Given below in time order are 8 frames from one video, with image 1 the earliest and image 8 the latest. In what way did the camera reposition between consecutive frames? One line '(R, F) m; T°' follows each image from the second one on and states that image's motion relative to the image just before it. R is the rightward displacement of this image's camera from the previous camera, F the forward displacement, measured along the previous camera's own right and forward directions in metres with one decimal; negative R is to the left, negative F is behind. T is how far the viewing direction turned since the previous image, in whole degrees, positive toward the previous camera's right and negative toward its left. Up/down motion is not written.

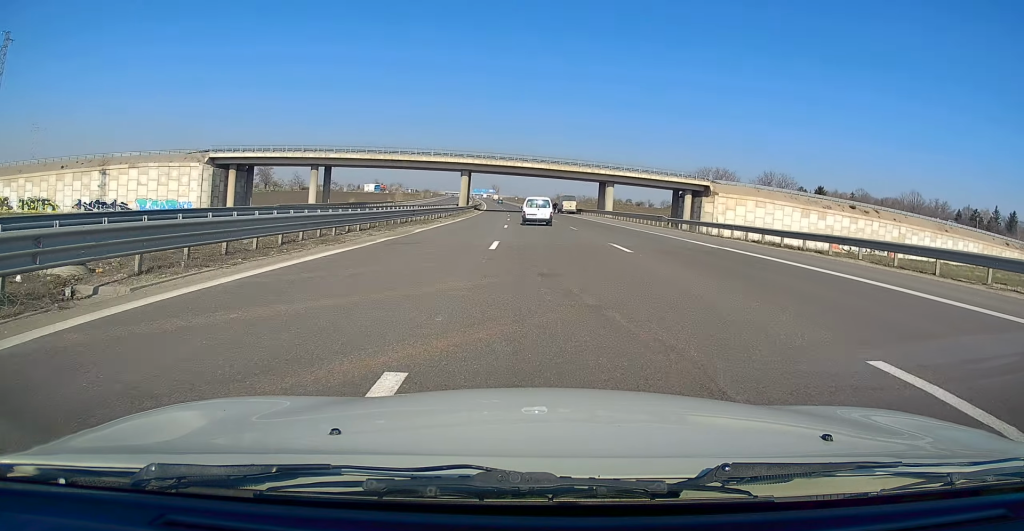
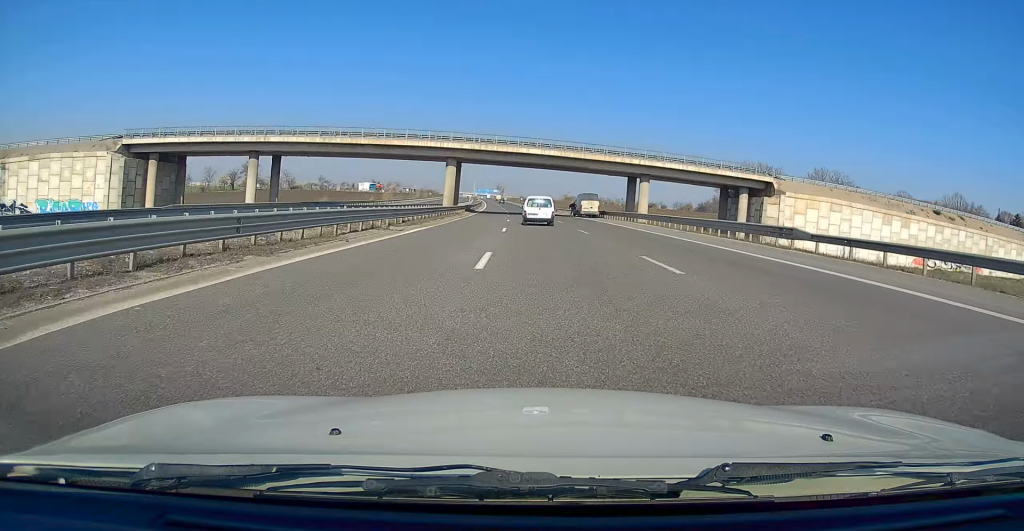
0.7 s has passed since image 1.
(+0.1, +21.4) m; 0°
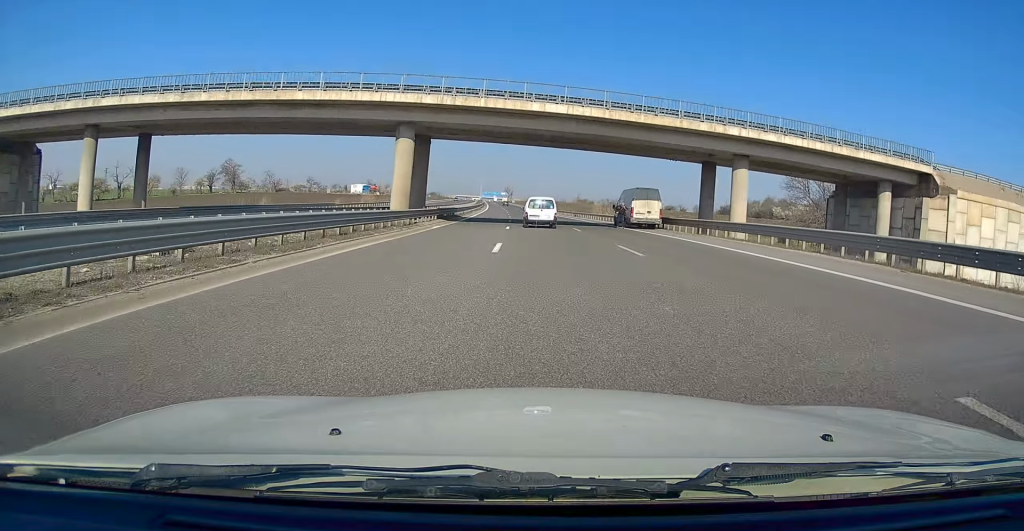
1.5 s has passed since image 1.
(-0.3, +27.5) m; -1°
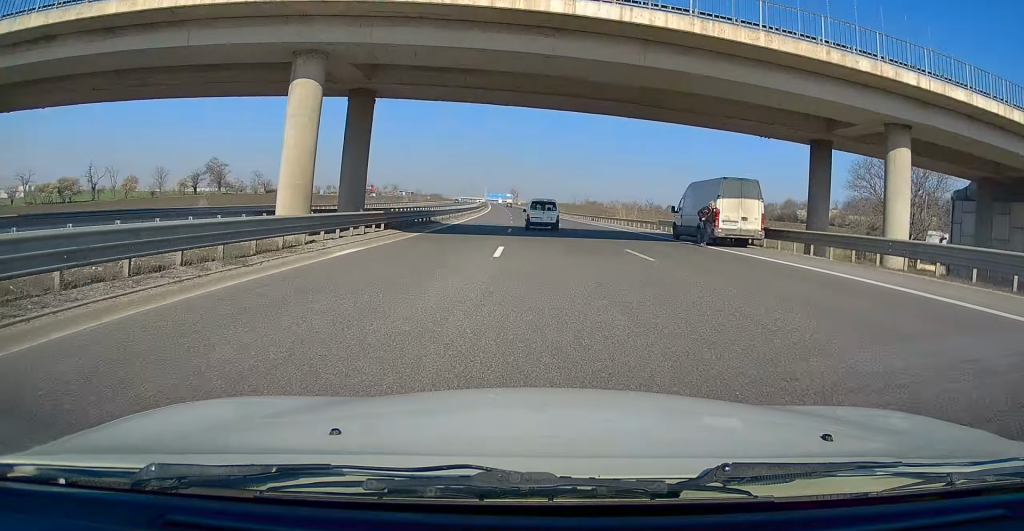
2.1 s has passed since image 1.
(-0.2, +16.9) m; -1°
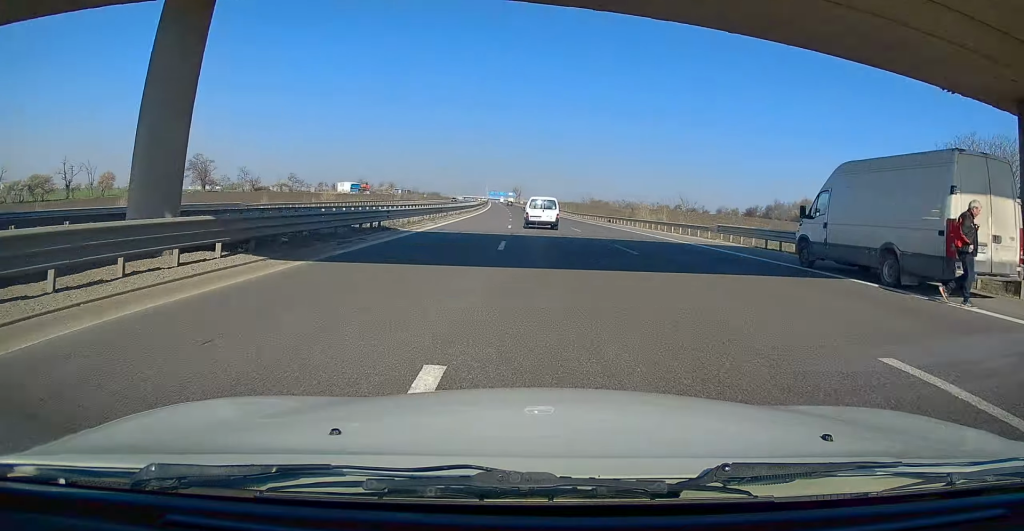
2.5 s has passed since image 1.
(-0.1, +13.7) m; 0°
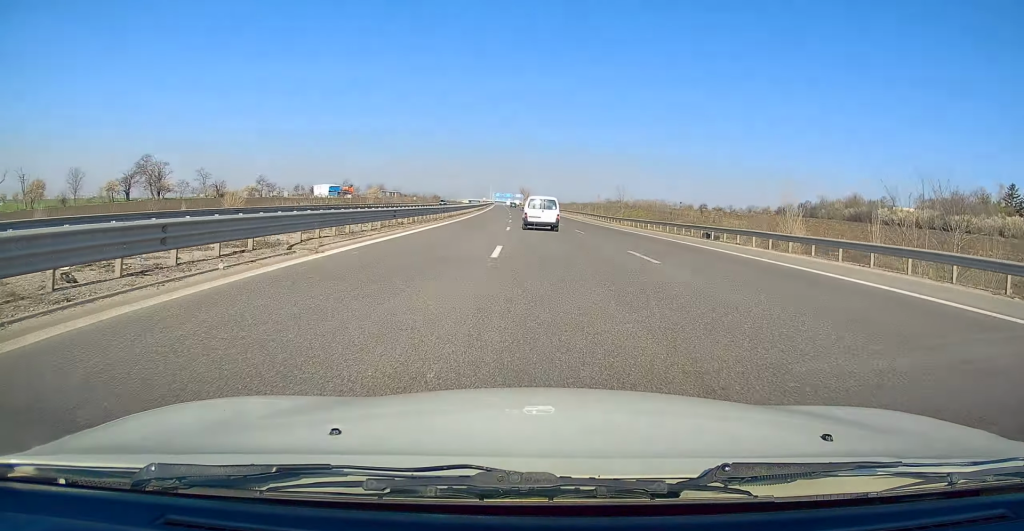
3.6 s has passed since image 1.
(-0.1, +34.5) m; 0°
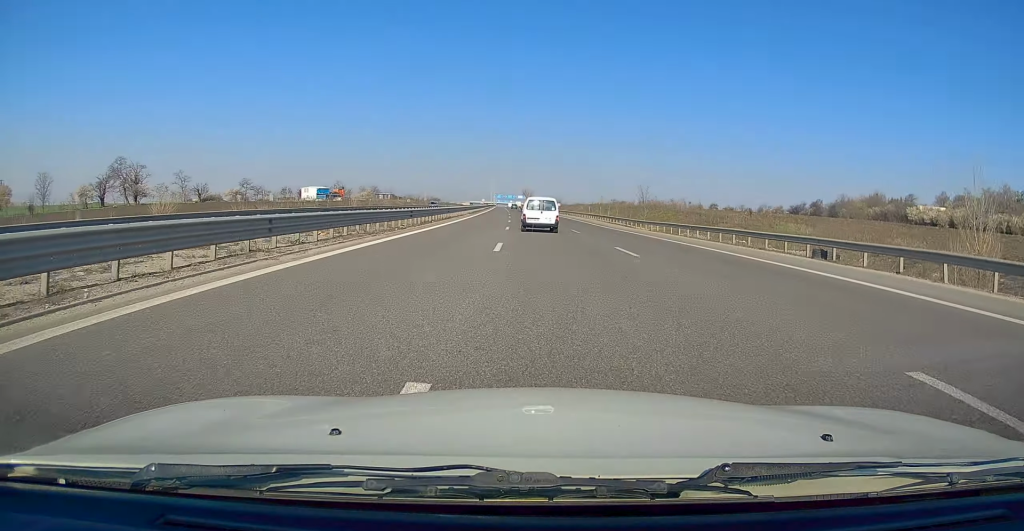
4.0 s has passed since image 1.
(0.0, +13.5) m; 0°
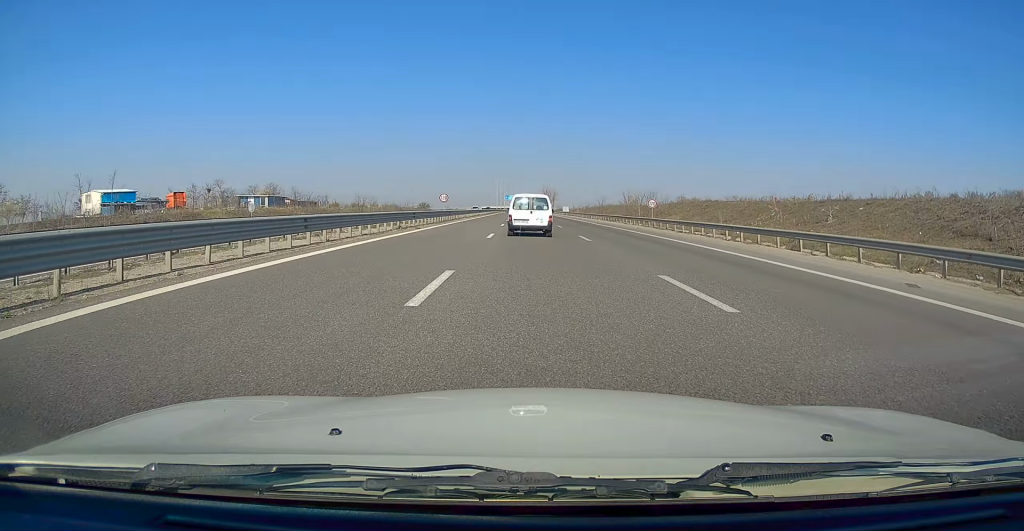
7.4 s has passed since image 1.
(-2.4, +104.8) m; -2°
